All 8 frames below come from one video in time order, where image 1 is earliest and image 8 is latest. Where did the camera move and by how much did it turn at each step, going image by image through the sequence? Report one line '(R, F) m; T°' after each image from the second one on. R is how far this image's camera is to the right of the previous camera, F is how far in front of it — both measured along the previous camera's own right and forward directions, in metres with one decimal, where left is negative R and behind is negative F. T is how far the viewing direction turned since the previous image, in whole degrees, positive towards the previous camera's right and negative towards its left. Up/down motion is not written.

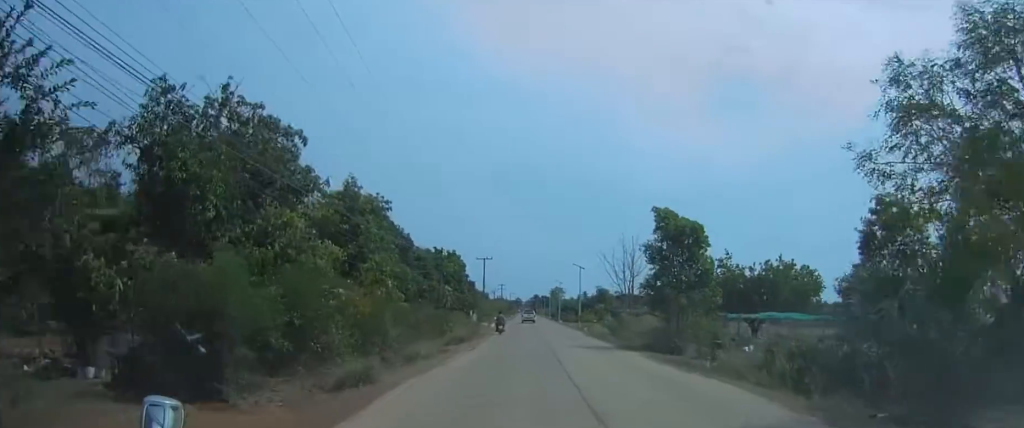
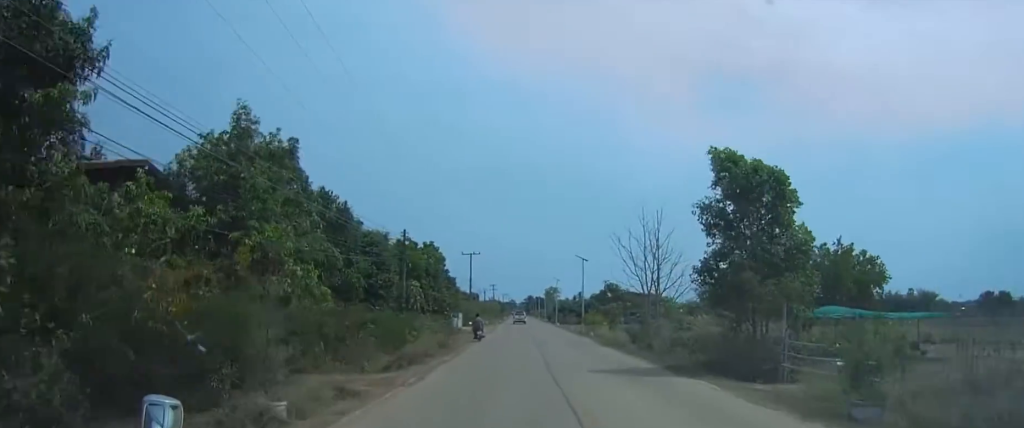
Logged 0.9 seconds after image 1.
(+0.1, +15.5) m; 0°
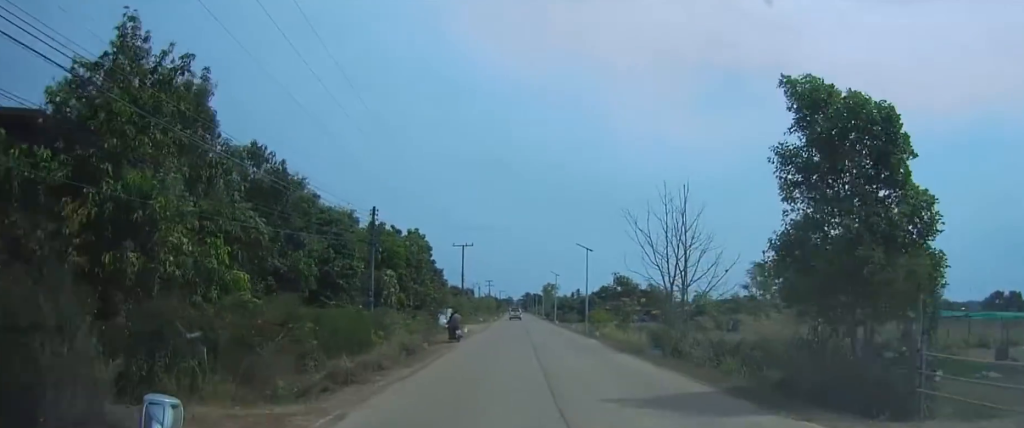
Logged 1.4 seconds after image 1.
(0.0, +8.6) m; 0°
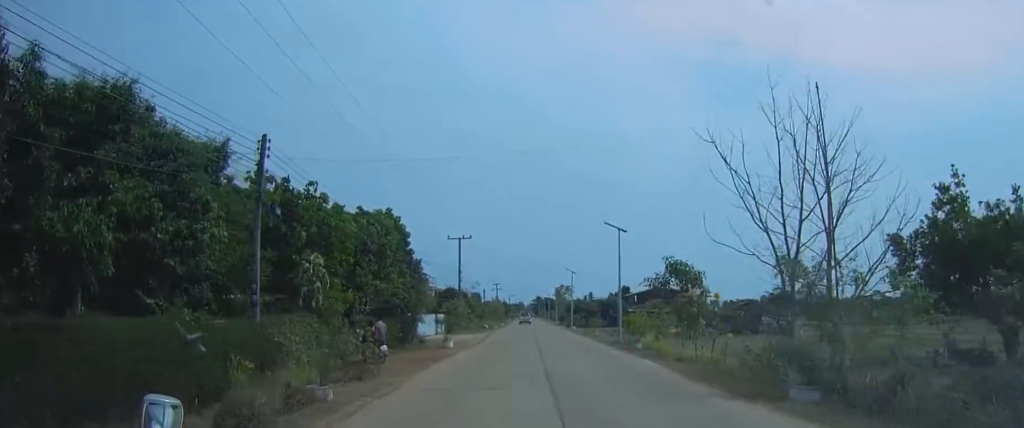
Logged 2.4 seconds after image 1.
(-0.1, +15.9) m; -1°
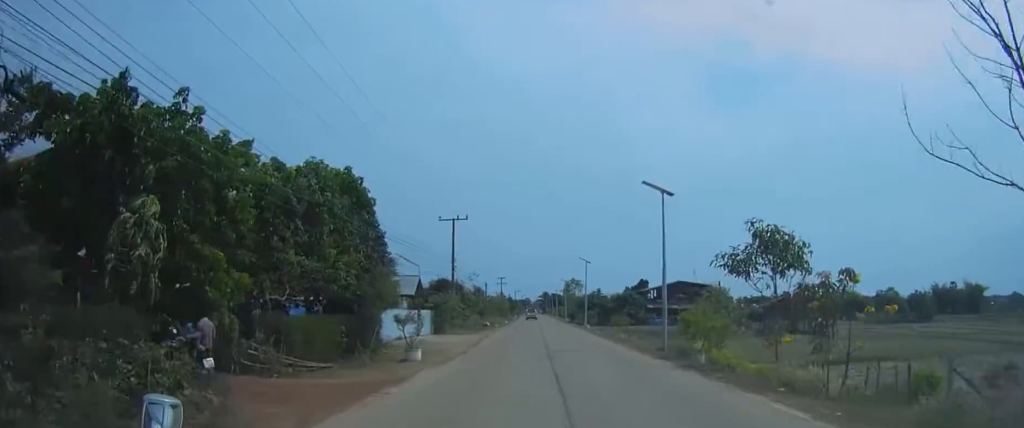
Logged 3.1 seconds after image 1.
(-0.1, +11.6) m; 0°
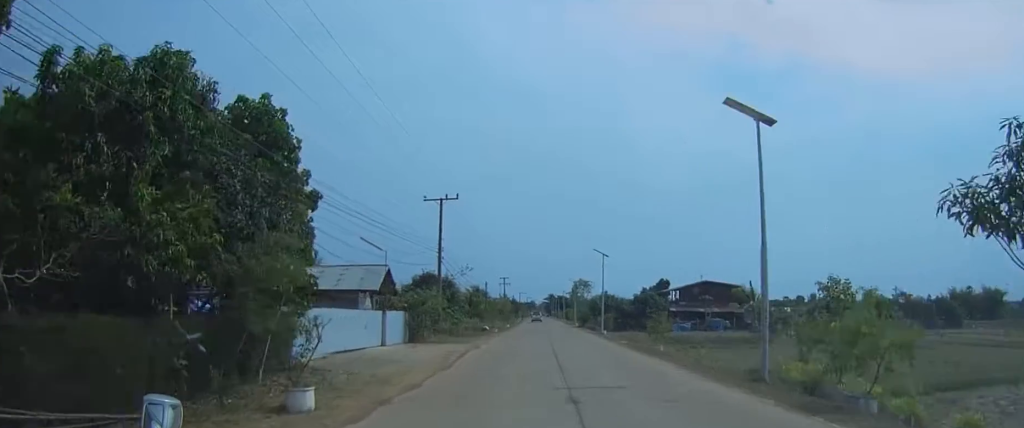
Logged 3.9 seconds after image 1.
(0.0, +11.5) m; 0°
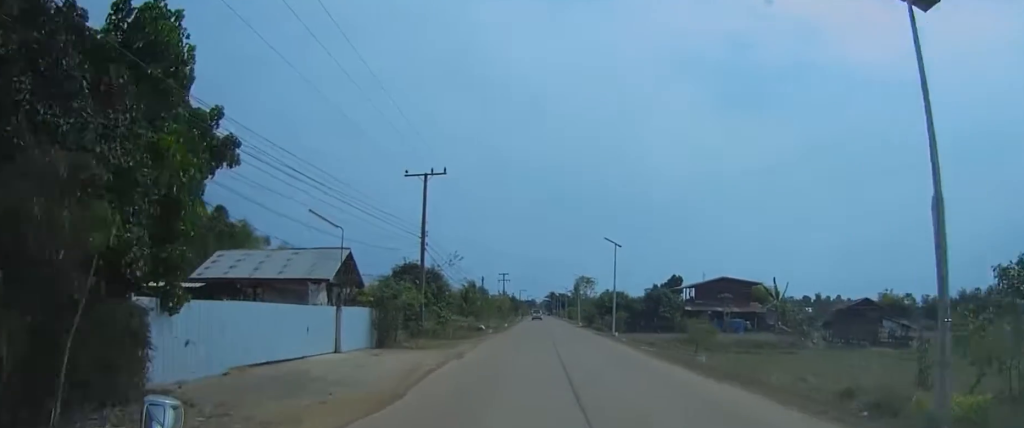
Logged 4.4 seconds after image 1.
(0.0, +7.5) m; 0°
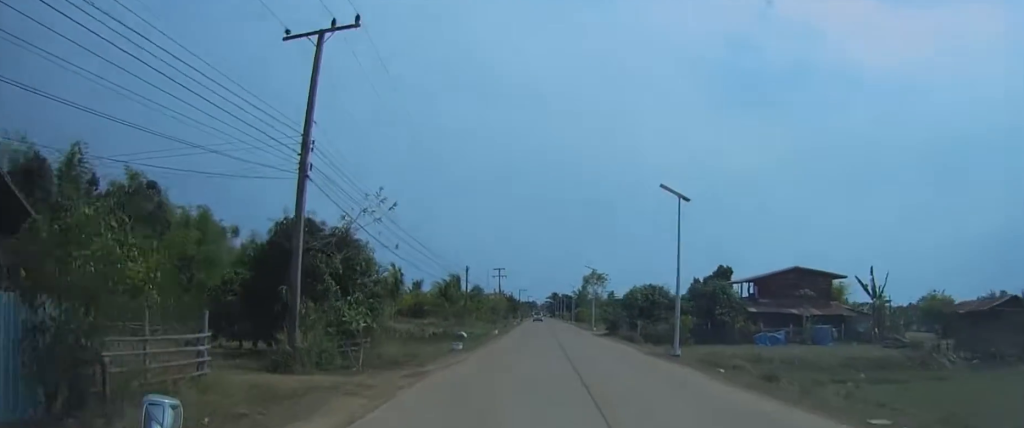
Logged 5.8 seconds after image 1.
(0.0, +20.8) m; 0°
